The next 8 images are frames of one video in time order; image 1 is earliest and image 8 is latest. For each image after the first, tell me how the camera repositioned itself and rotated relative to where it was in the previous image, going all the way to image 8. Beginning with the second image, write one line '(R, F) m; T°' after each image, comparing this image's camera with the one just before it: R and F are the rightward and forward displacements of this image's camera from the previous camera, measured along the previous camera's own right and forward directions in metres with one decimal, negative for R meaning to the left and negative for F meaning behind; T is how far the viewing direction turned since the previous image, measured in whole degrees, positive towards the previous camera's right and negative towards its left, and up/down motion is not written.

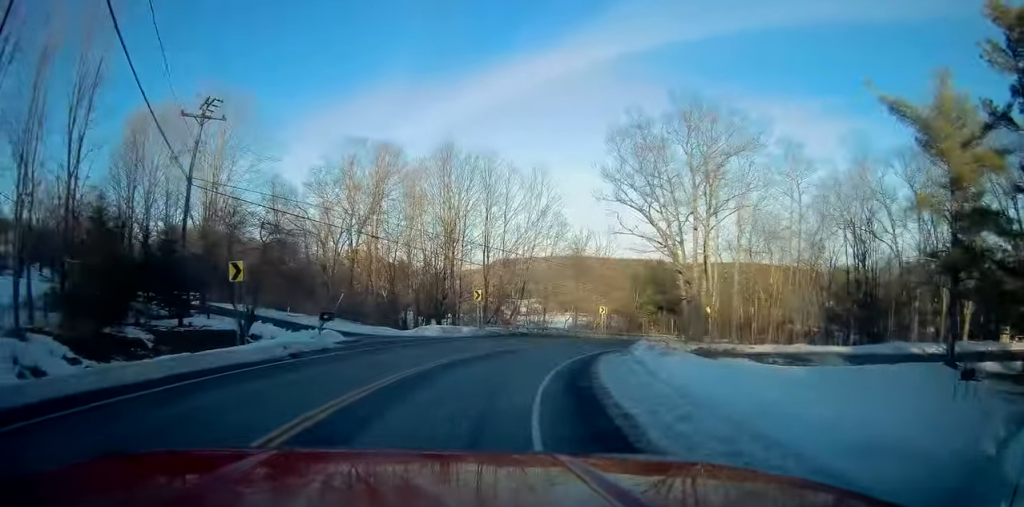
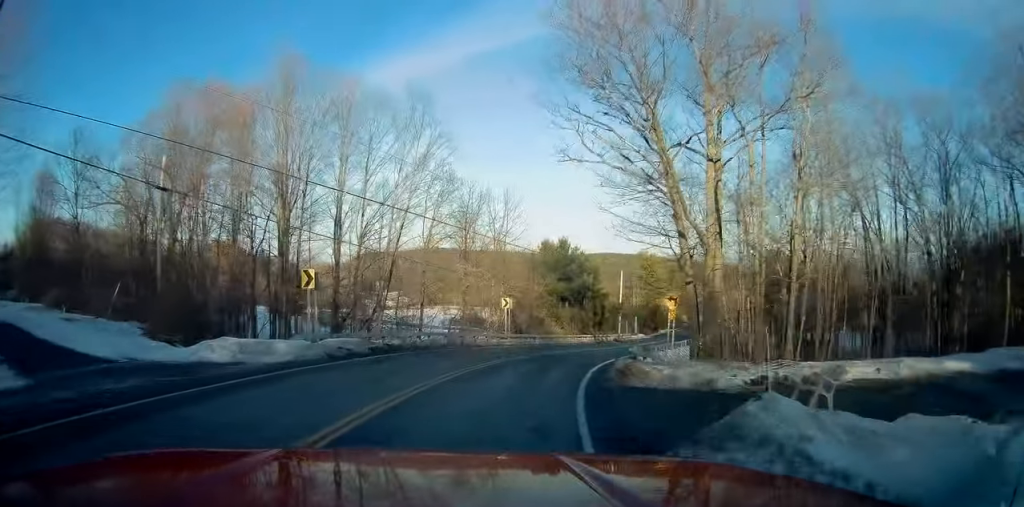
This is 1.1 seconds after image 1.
(+2.1, +16.8) m; +12°
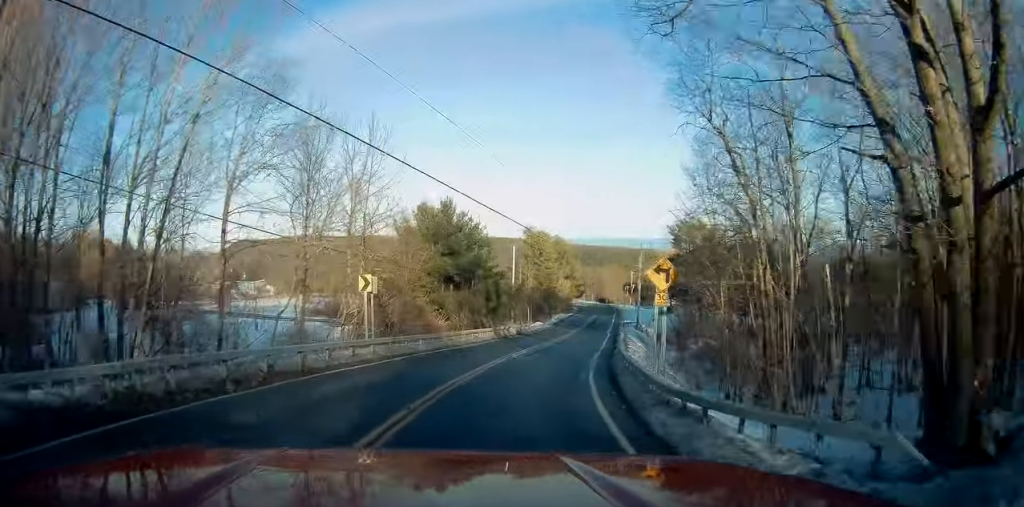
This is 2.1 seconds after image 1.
(+1.4, +15.3) m; +12°
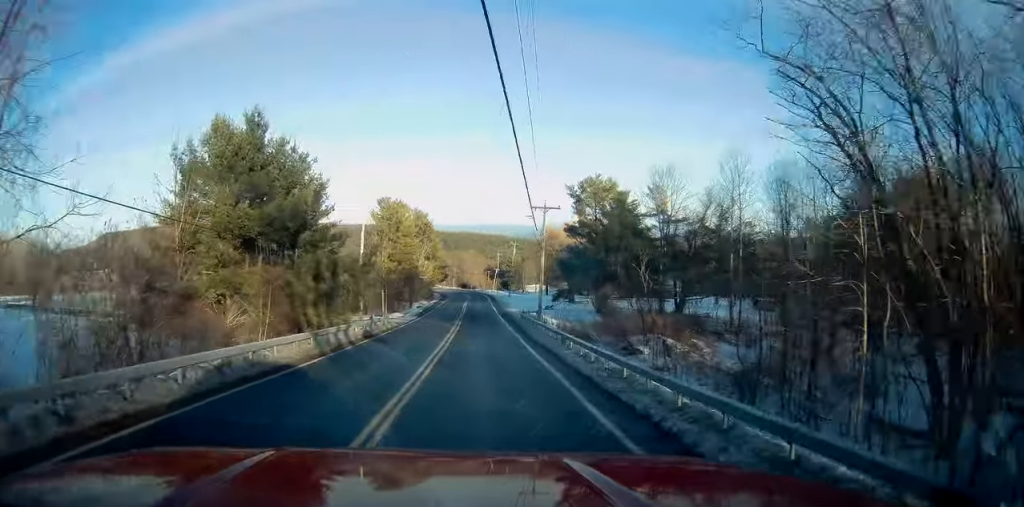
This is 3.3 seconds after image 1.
(+2.8, +19.8) m; +12°
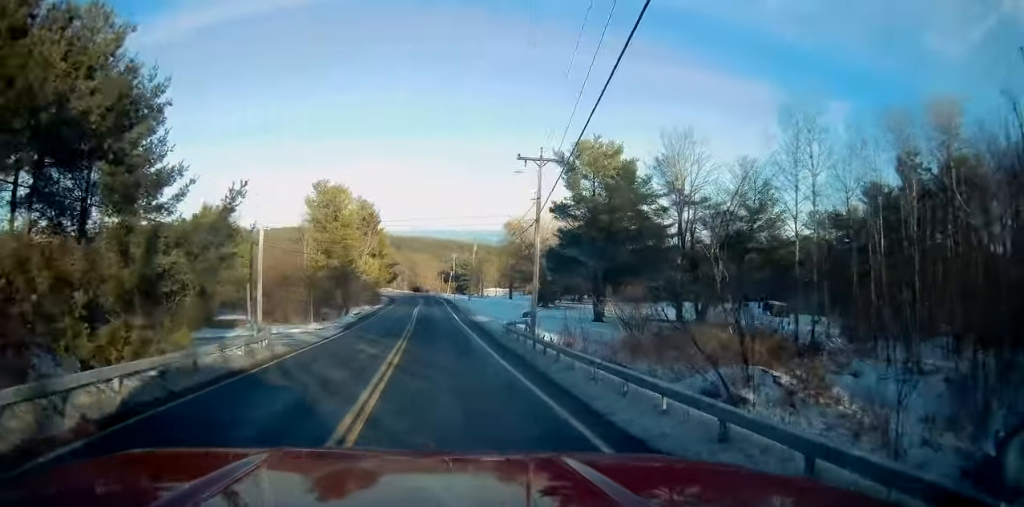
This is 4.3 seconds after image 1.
(+0.8, +17.5) m; +4°
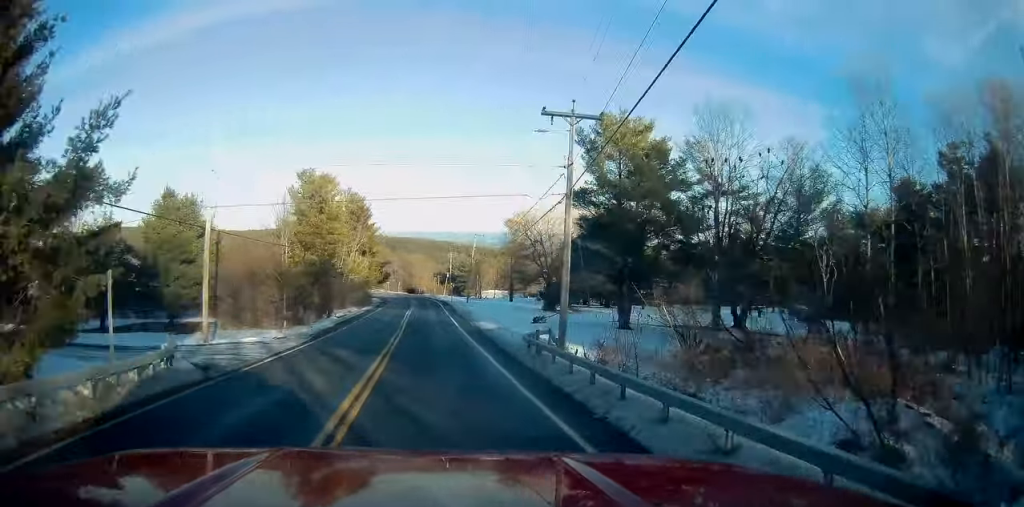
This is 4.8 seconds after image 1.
(-0.1, +7.8) m; +1°
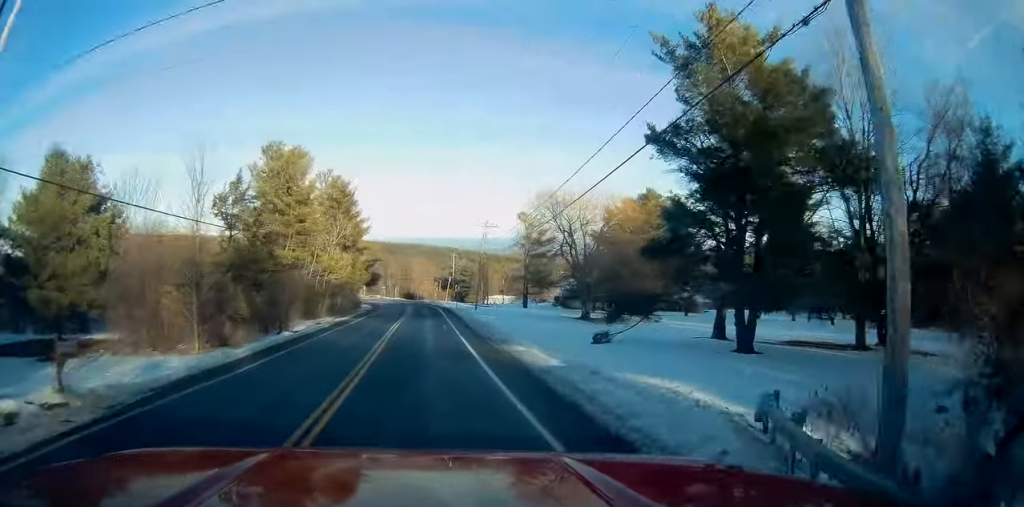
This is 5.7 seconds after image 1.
(+0.5, +16.7) m; +1°
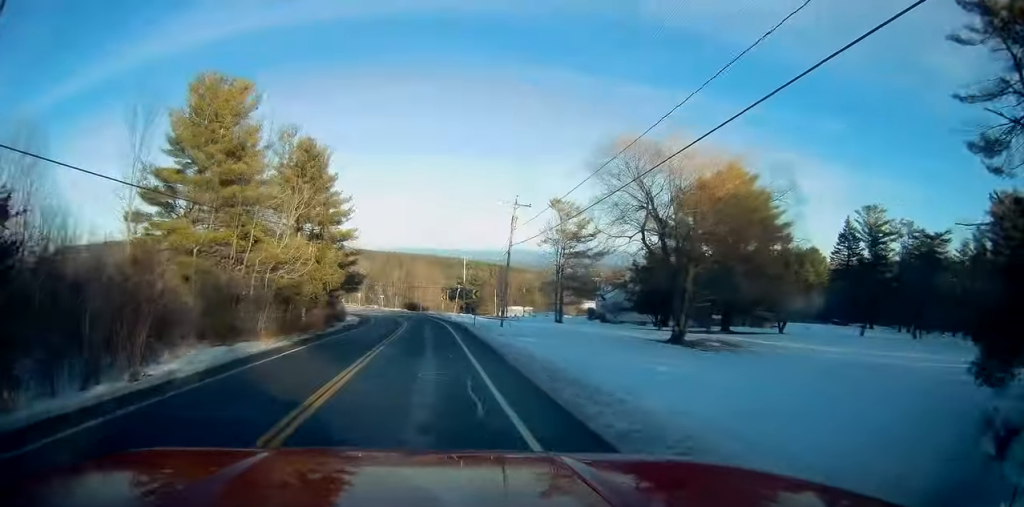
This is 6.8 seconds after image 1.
(-0.1, +21.8) m; -2°
